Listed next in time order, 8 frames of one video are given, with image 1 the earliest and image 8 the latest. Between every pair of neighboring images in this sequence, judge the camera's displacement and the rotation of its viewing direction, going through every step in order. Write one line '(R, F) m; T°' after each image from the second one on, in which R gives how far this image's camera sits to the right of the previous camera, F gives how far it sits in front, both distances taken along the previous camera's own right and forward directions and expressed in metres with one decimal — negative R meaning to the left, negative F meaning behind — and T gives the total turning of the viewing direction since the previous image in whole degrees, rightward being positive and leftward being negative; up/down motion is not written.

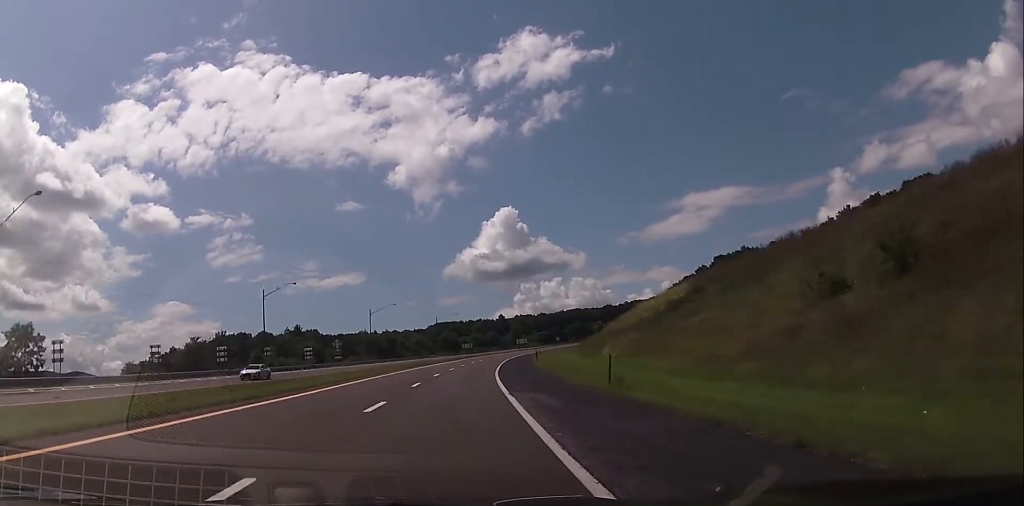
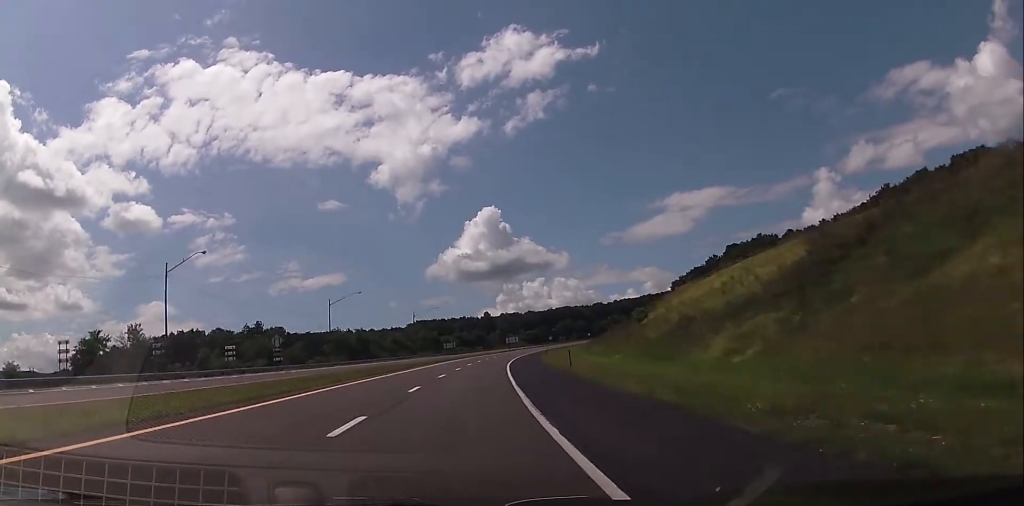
(+0.3, +28.8) m; +1°
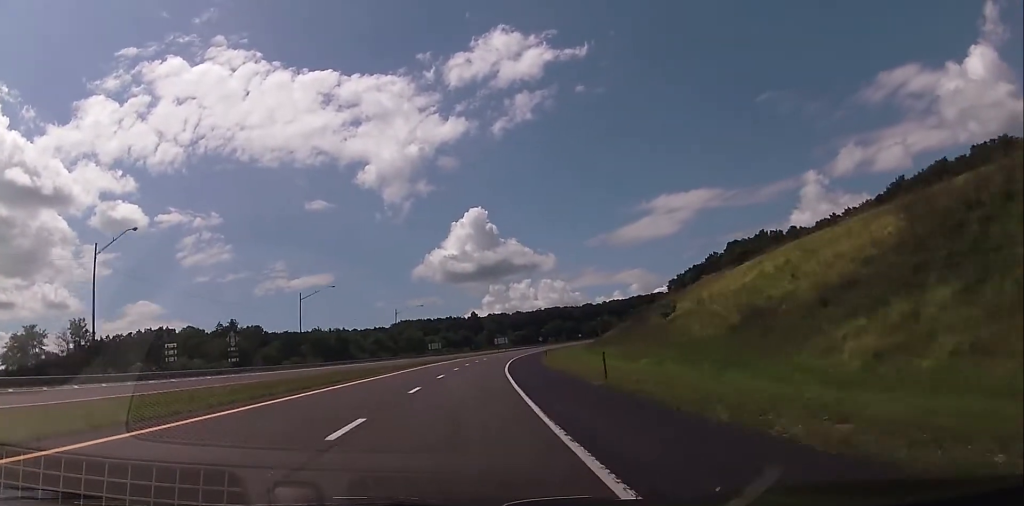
(0.0, +12.6) m; +1°
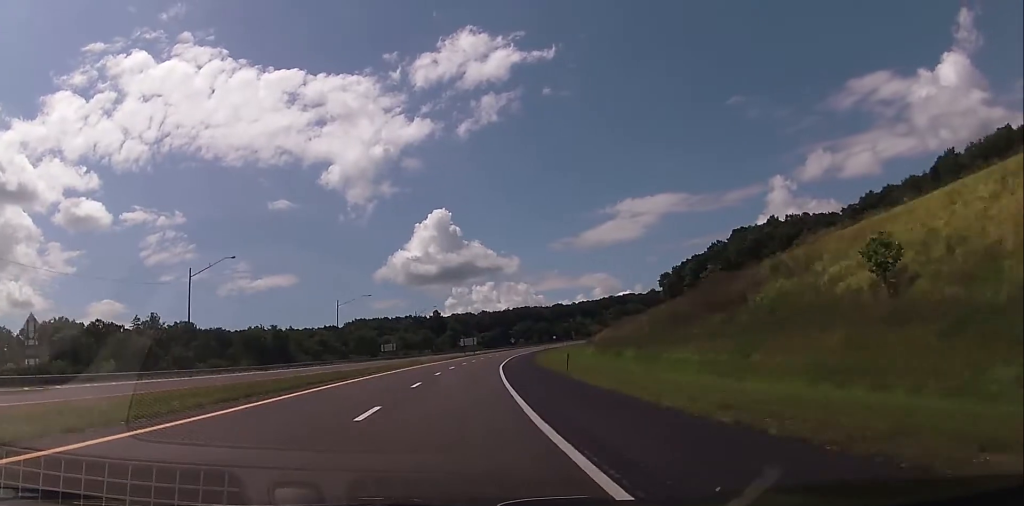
(+0.8, +33.0) m; +3°
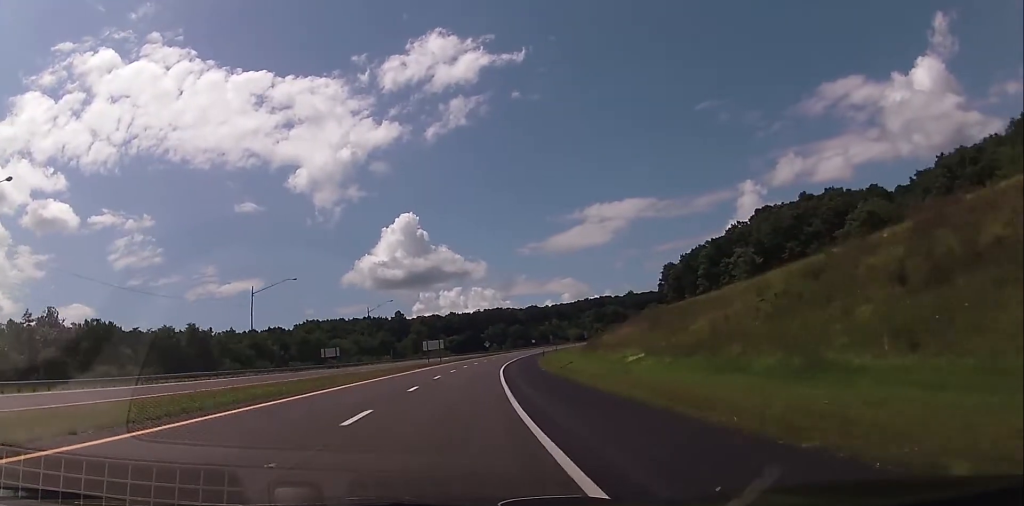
(+0.9, +36.0) m; +3°
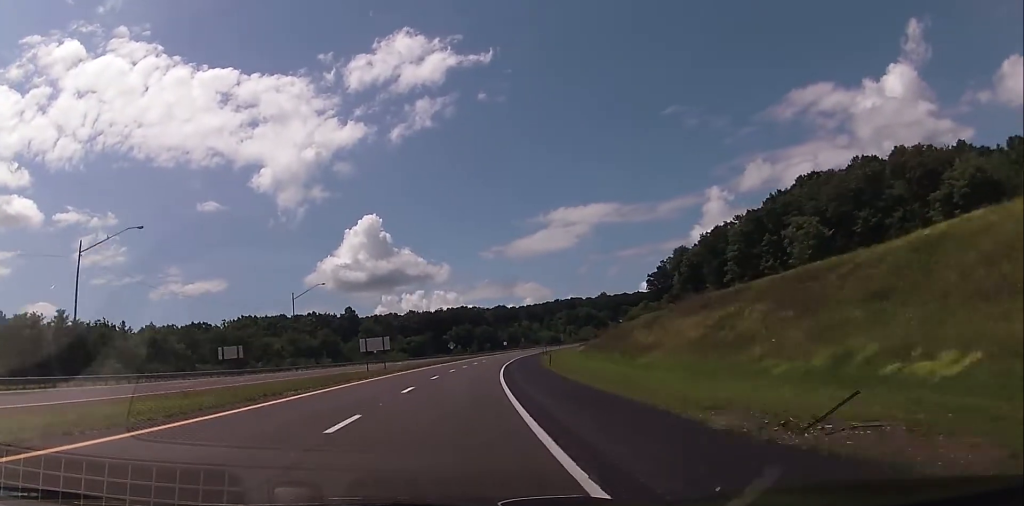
(+1.1, +37.3) m; +3°
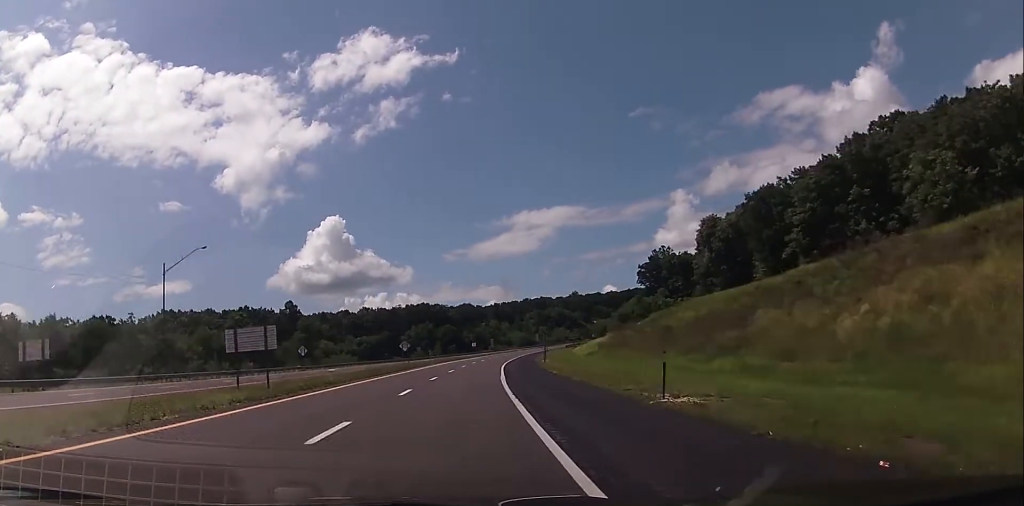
(+0.8, +37.0) m; +4°
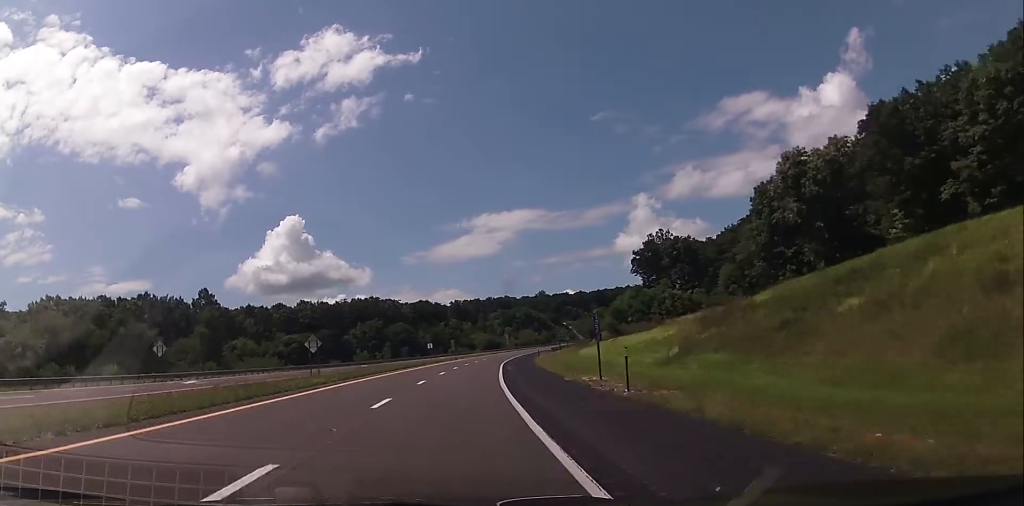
(+1.7, +40.9) m; +3°
